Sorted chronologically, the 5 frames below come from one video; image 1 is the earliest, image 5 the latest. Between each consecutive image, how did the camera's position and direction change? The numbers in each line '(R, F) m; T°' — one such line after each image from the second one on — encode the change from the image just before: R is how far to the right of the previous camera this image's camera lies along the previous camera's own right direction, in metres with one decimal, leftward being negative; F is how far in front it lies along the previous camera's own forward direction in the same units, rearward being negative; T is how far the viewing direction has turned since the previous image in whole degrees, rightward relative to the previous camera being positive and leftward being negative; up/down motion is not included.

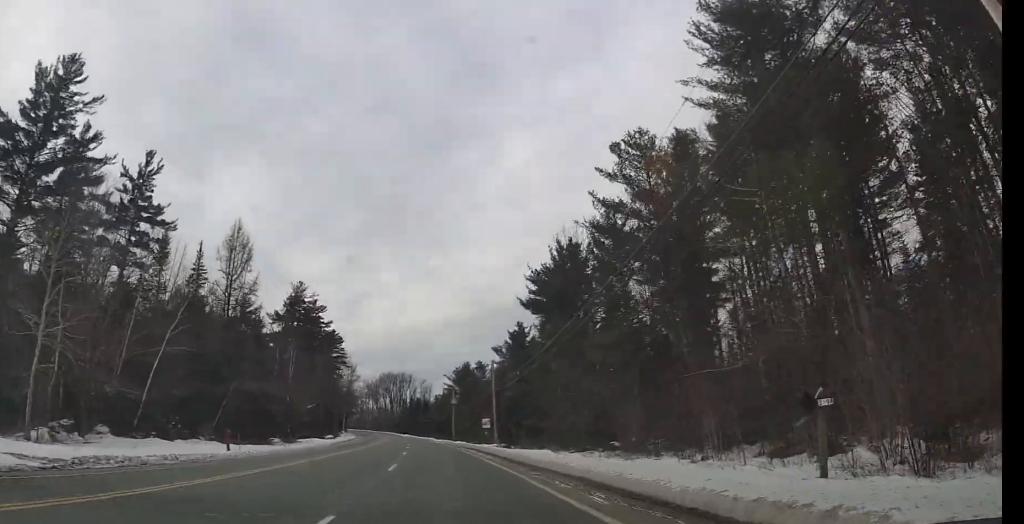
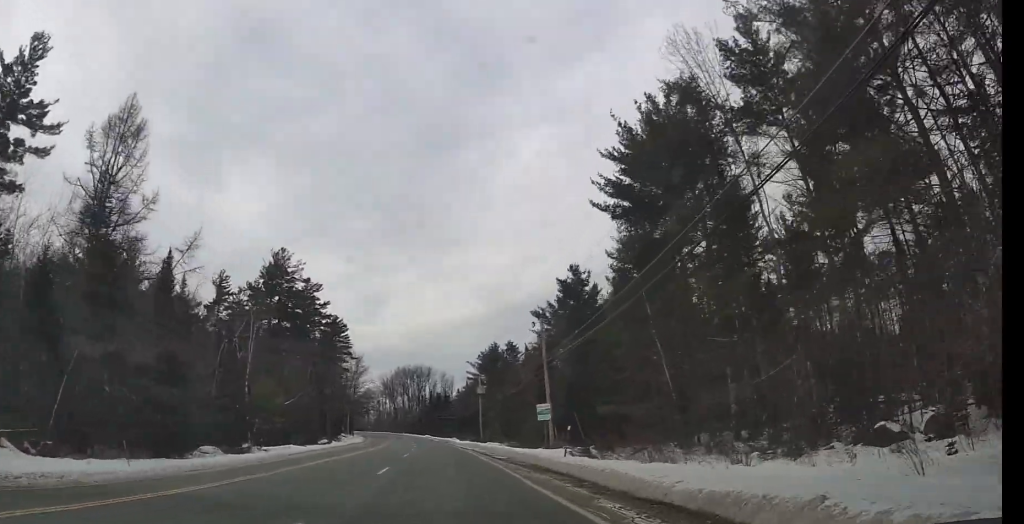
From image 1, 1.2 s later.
(-0.4, +25.4) m; -2°
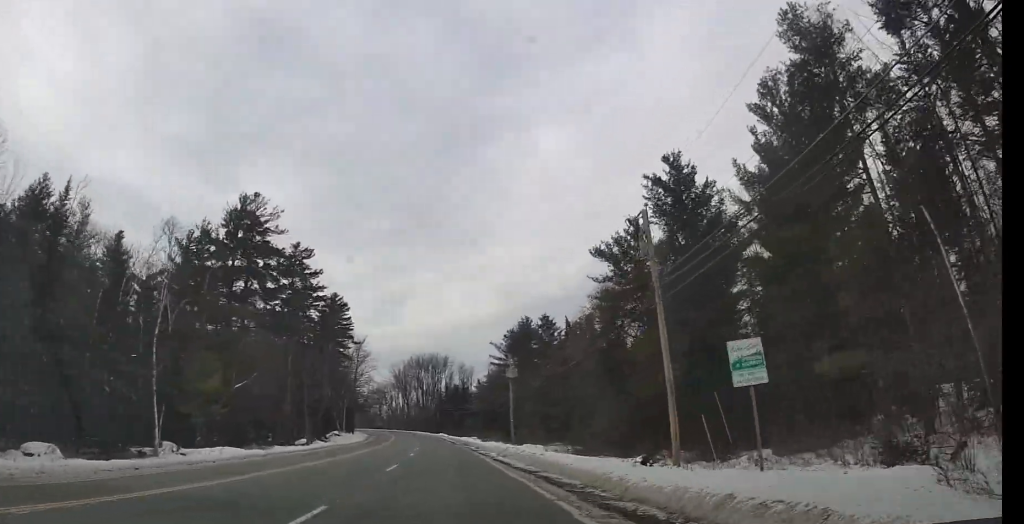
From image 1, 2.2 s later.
(-0.4, +22.6) m; -2°
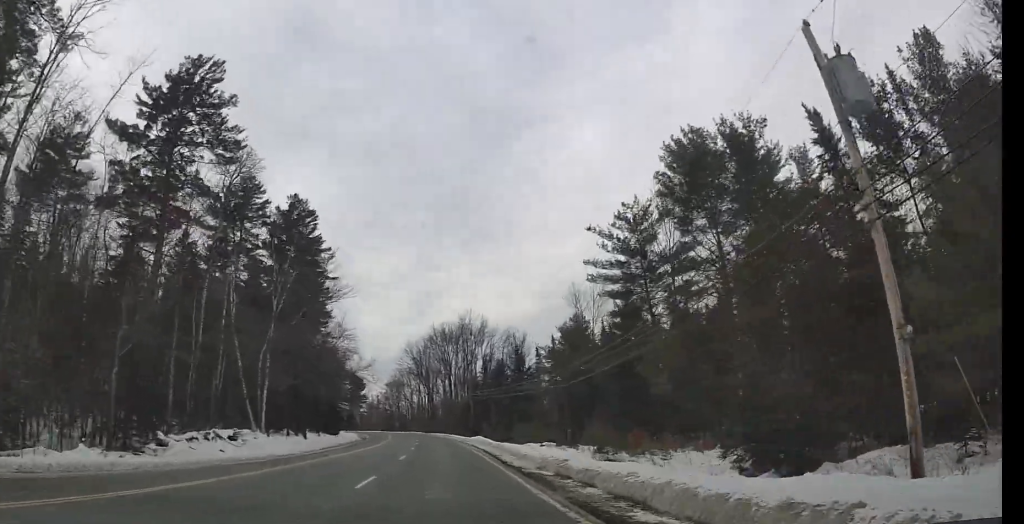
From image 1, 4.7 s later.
(-1.4, +54.2) m; -3°
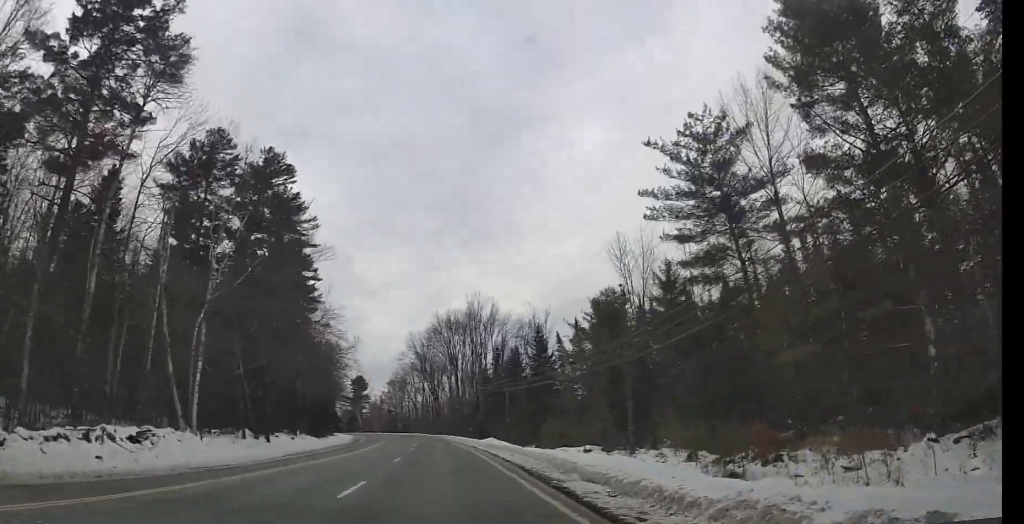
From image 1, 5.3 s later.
(-0.1, +13.2) m; -2°
